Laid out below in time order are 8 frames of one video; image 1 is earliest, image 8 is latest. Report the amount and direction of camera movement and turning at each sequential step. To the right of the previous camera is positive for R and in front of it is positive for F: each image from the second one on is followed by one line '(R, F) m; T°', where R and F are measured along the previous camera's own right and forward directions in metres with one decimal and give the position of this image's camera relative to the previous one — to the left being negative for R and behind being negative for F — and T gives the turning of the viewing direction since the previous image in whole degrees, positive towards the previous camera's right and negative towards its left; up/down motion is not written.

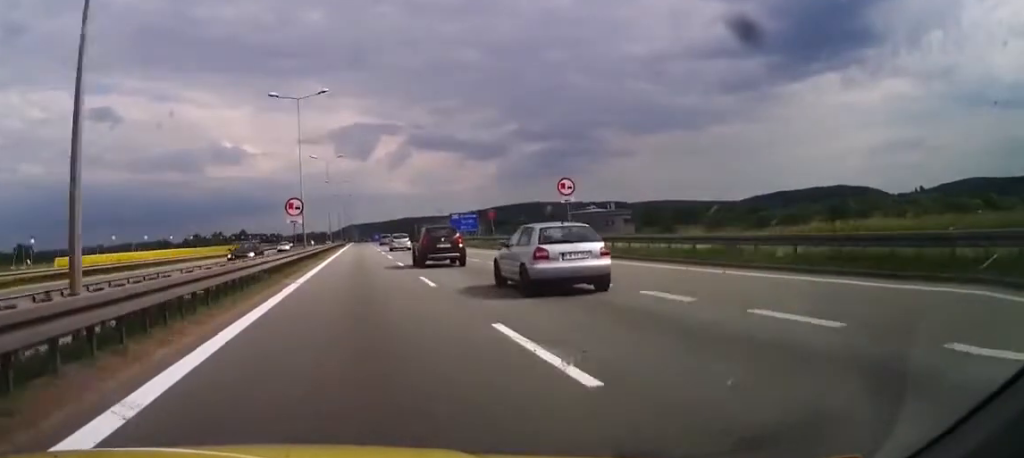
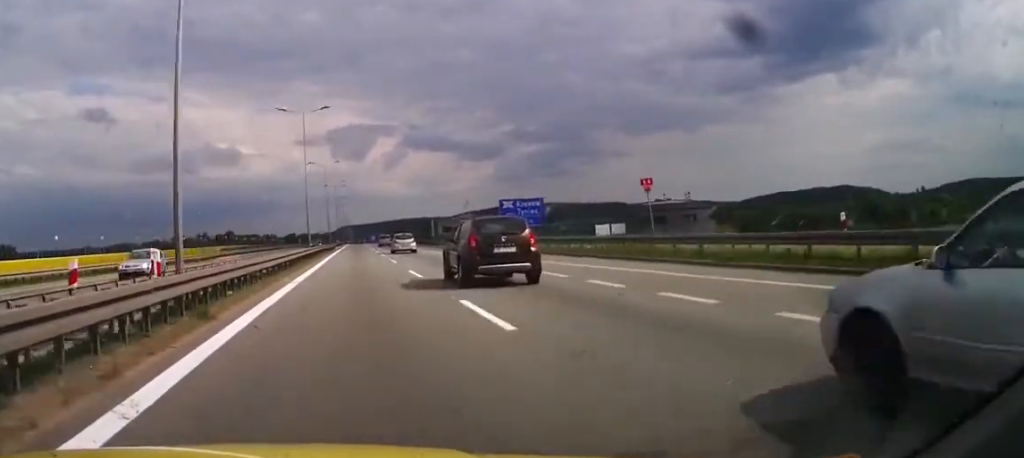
(-0.9, +33.4) m; +3°
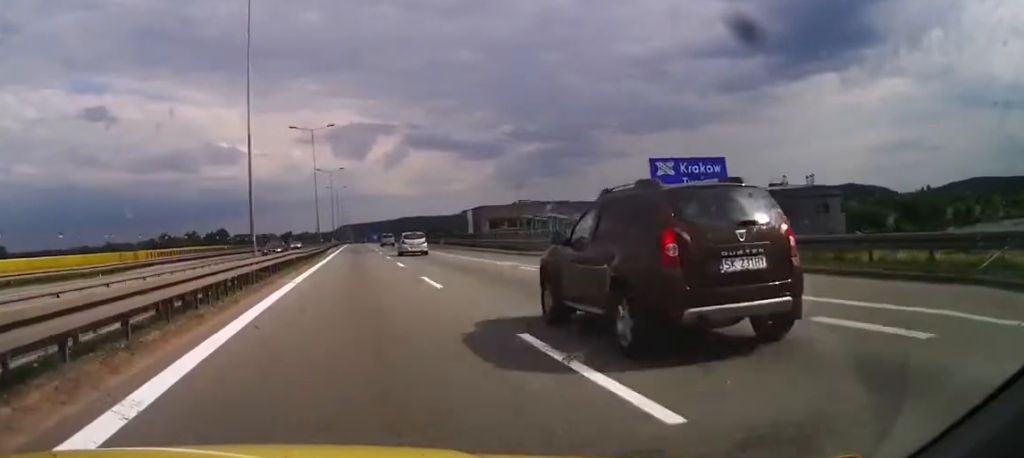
(+2.3, +28.9) m; +2°
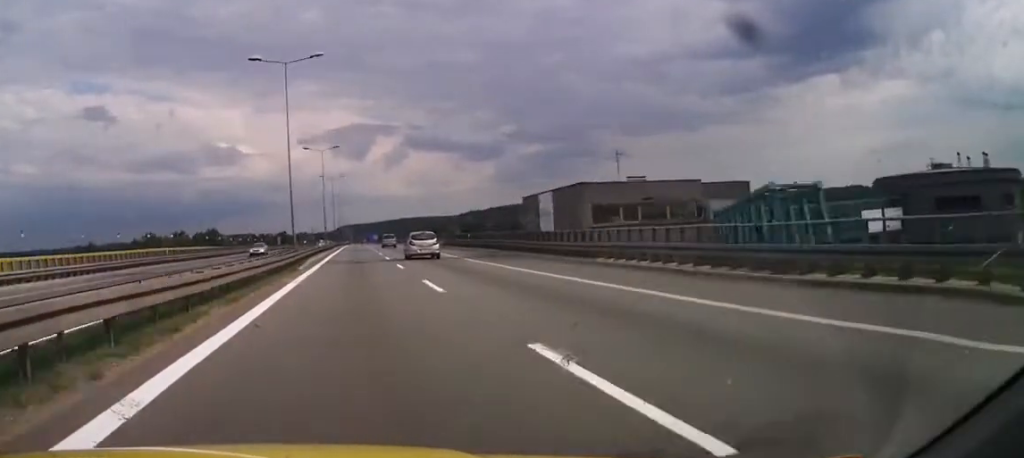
(-1.0, +24.7) m; -3°
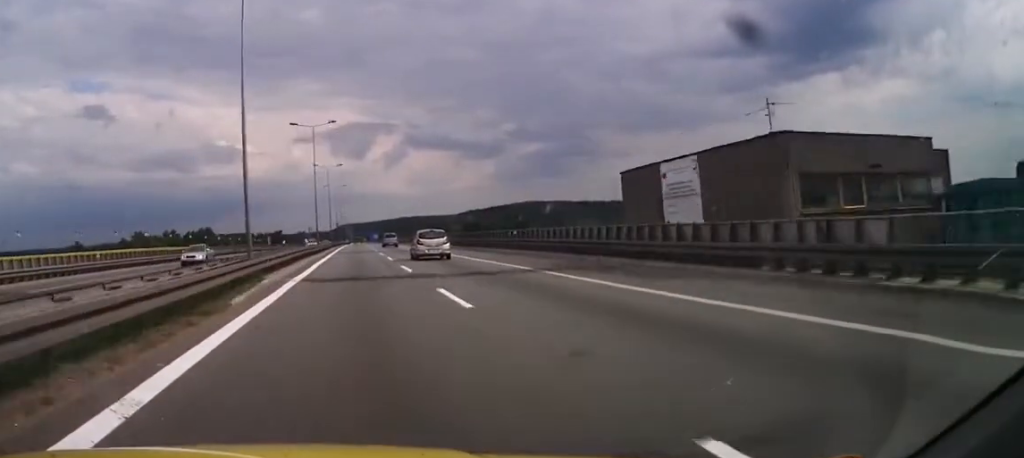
(-0.2, +15.8) m; 0°
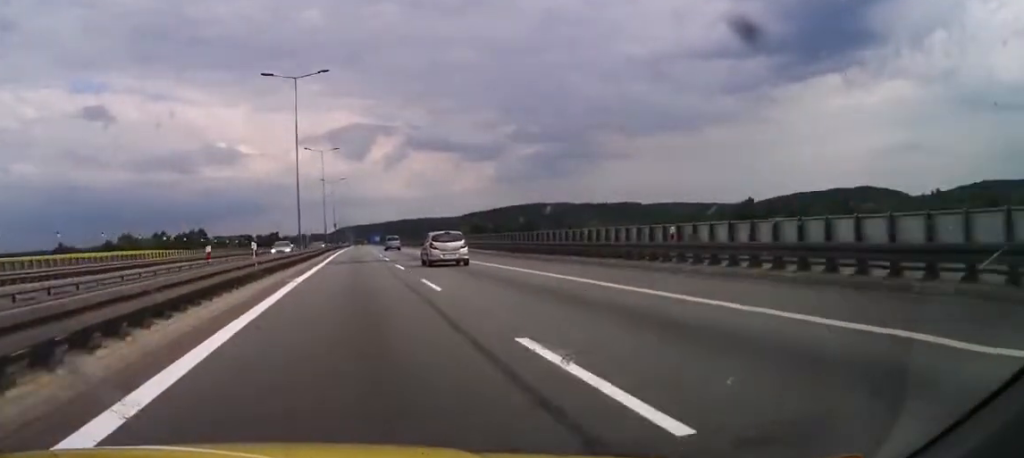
(-0.1, +19.8) m; 0°
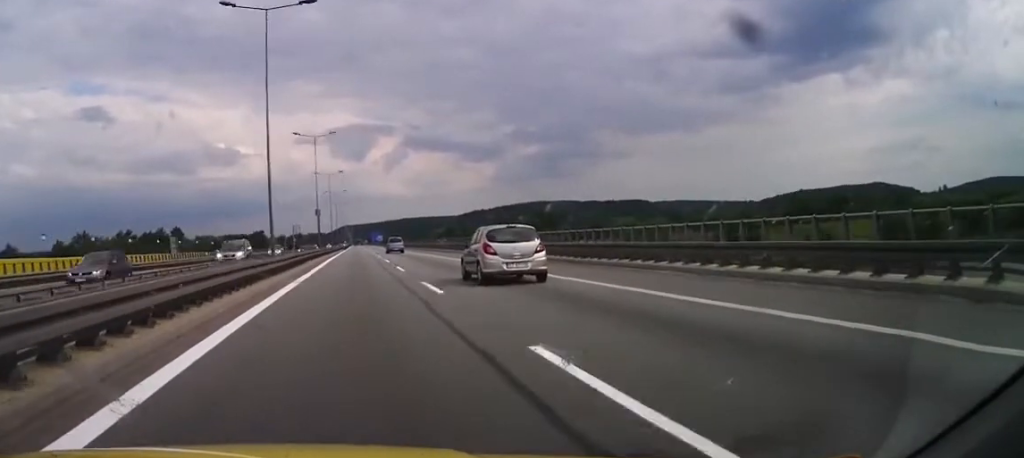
(0.0, +48.8) m; 0°
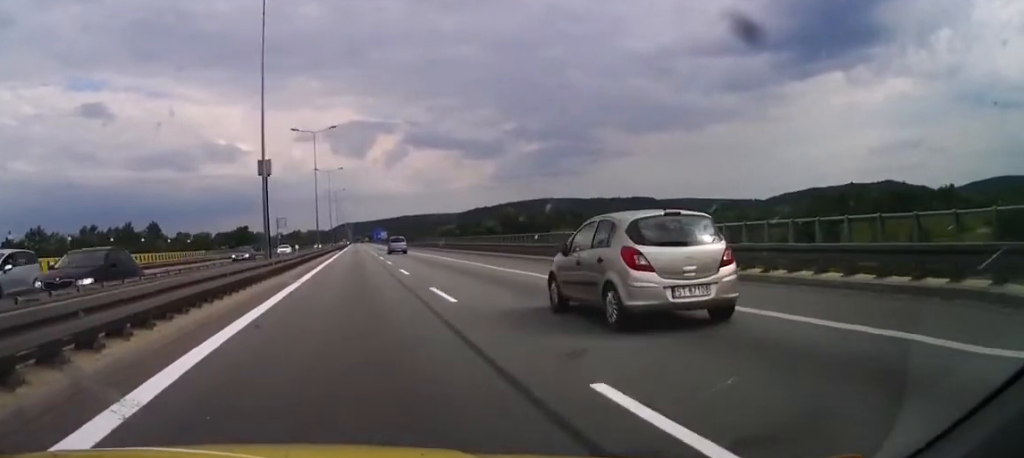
(+0.5, +37.7) m; 0°
